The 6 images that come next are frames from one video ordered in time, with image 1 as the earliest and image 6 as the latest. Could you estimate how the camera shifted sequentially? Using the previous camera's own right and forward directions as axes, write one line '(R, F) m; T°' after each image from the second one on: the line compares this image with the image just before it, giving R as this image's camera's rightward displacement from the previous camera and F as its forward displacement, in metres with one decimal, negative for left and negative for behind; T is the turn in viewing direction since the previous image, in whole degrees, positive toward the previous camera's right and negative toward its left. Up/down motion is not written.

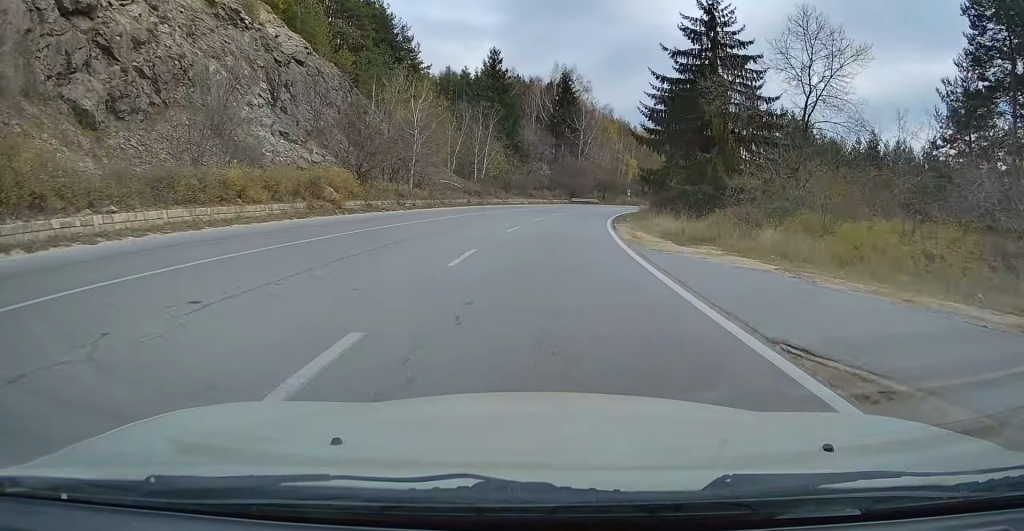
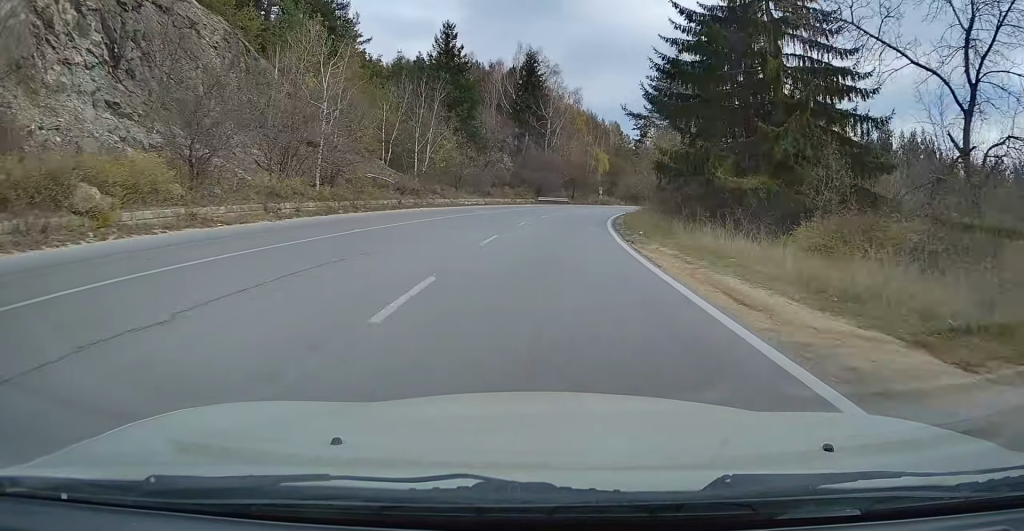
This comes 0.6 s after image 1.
(+0.4, +14.6) m; +4°
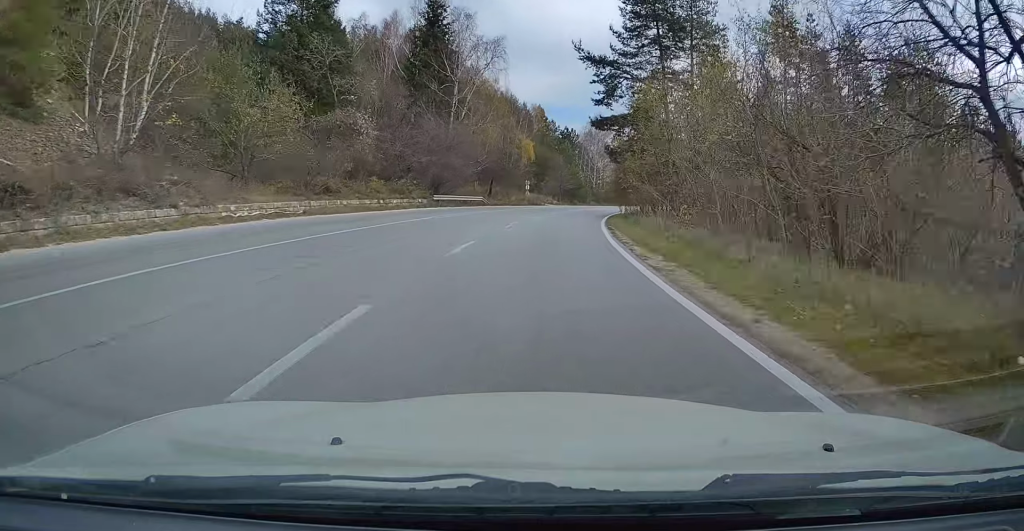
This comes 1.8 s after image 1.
(+2.0, +29.4) m; +7°
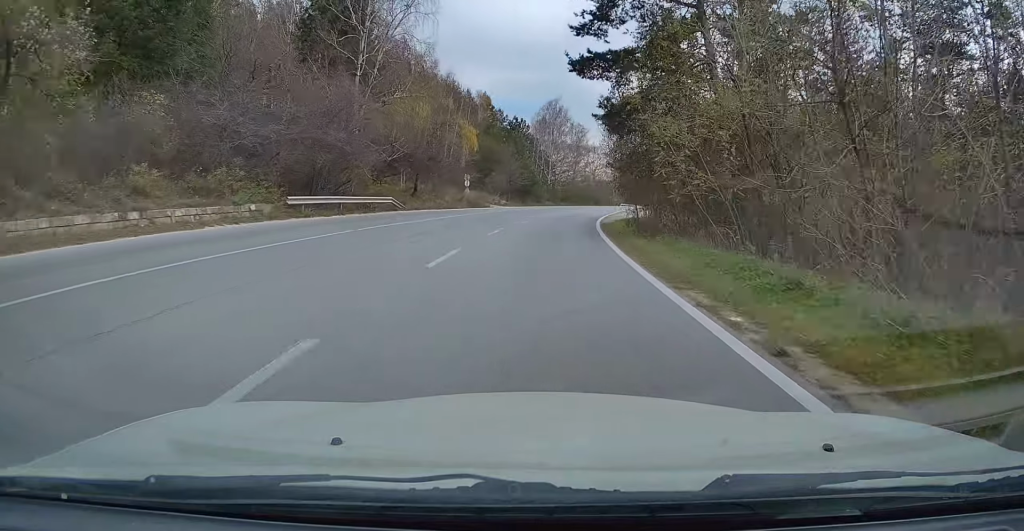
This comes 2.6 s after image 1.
(+0.6, +19.7) m; +4°
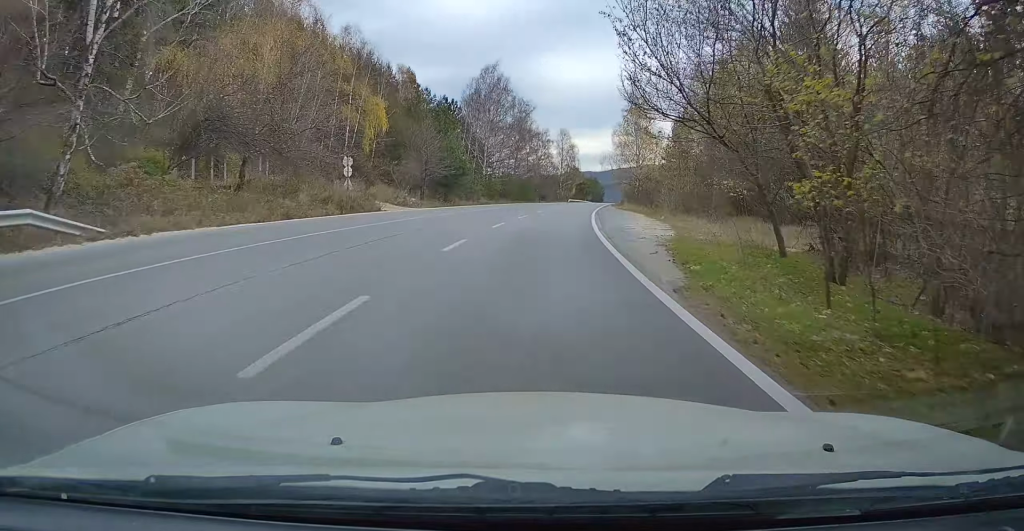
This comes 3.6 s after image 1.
(+1.2, +24.8) m; +6°
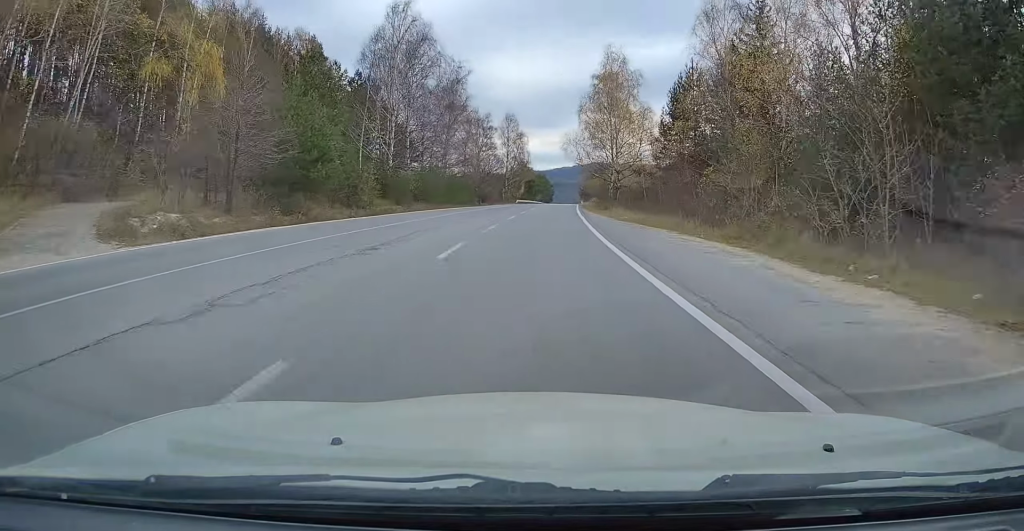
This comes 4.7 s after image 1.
(+1.5, +28.3) m; +4°
